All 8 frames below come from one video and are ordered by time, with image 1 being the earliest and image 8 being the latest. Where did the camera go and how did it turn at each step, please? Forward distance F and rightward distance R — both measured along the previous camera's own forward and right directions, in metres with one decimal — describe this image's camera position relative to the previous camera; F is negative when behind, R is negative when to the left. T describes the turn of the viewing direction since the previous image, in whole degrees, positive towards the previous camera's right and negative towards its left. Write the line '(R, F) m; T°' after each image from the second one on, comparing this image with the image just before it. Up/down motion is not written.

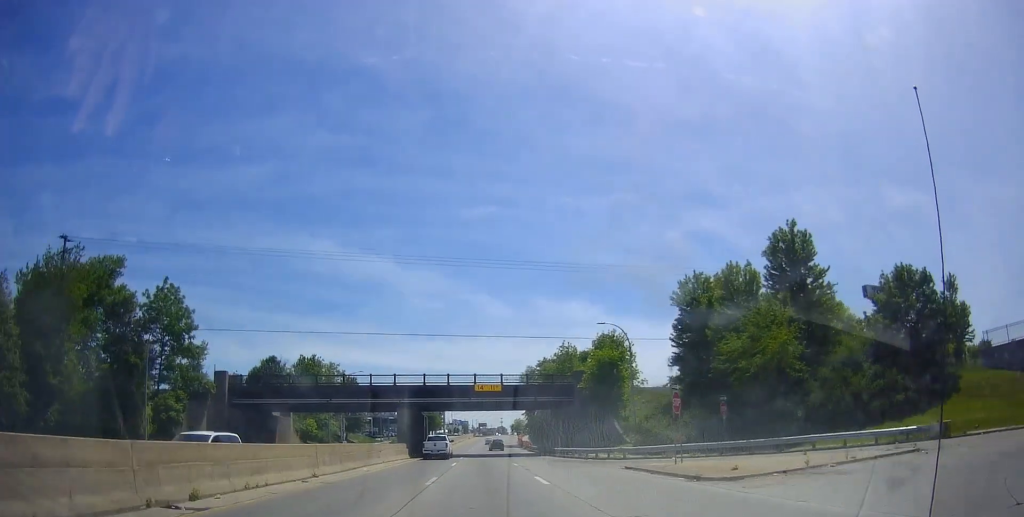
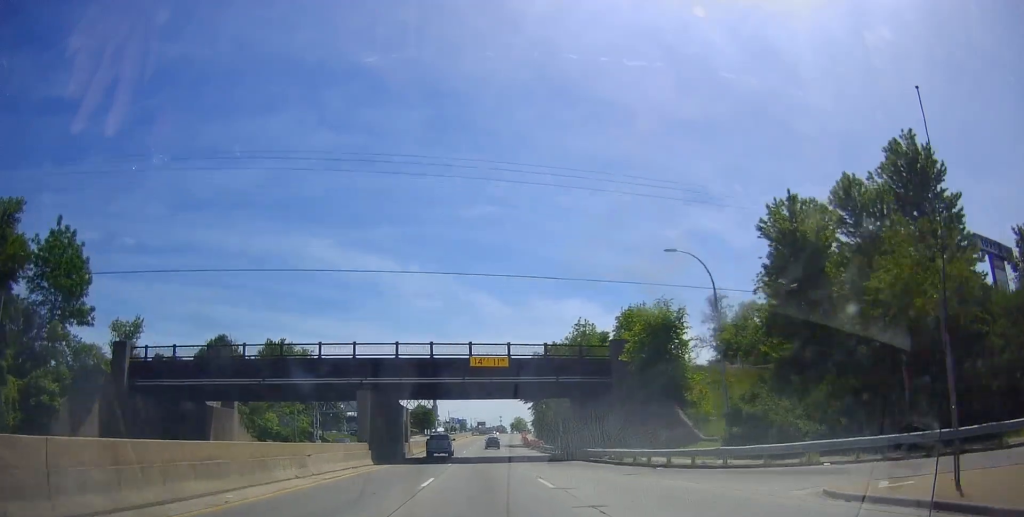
(-0.3, +17.0) m; 0°
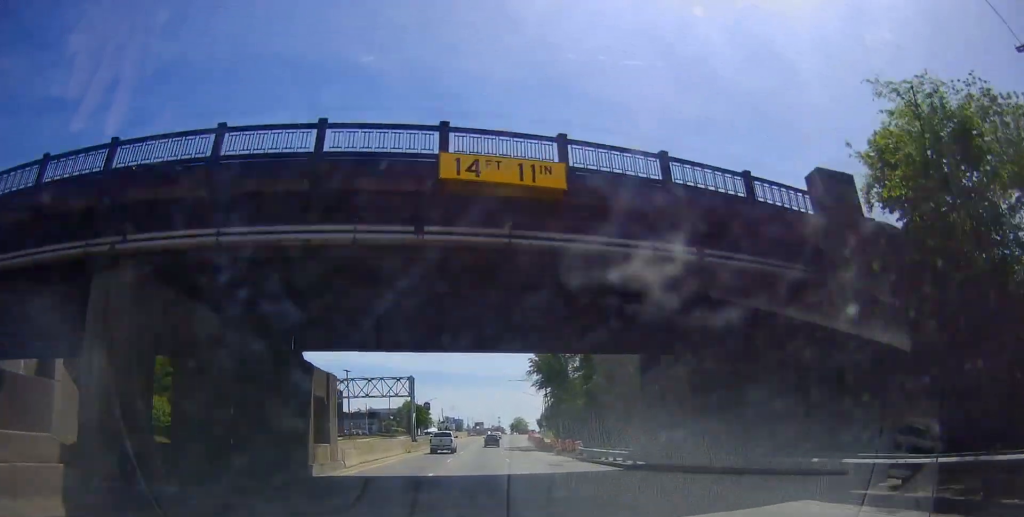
(+0.1, +26.6) m; +1°
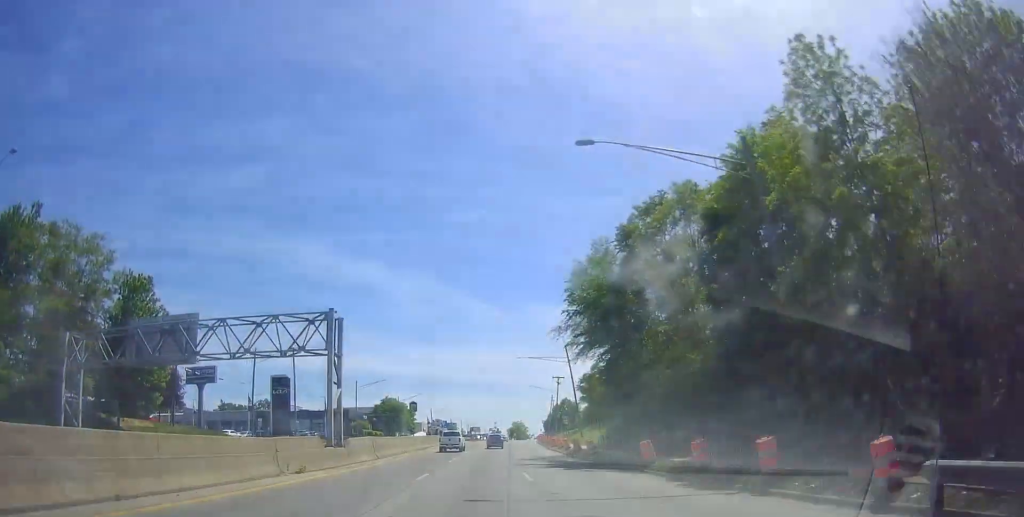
(+0.7, +31.5) m; 0°
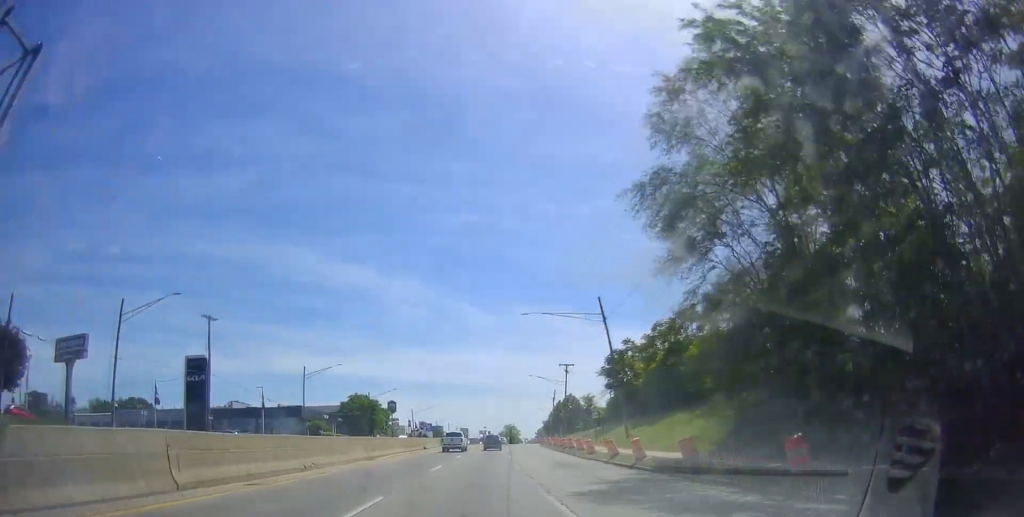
(-0.9, +25.4) m; -1°
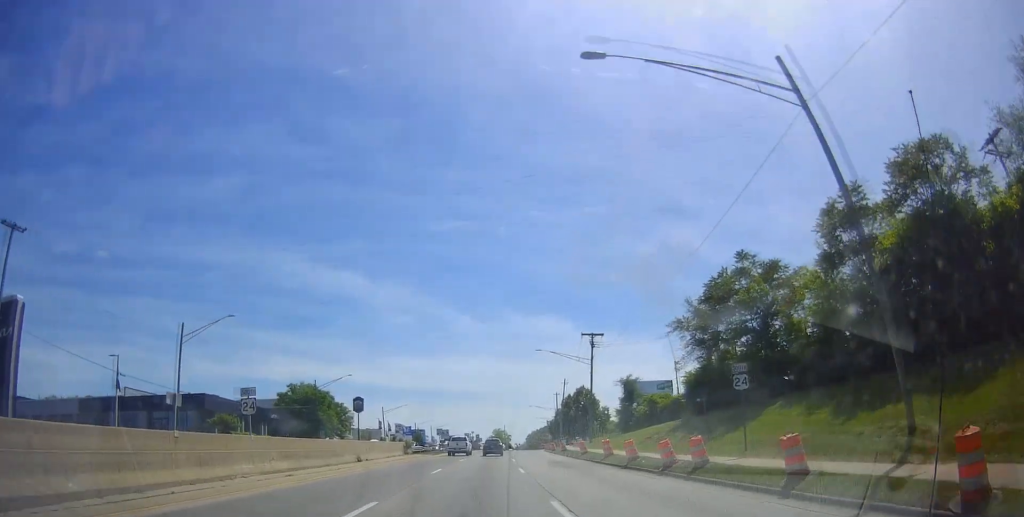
(+1.1, +31.4) m; +2°
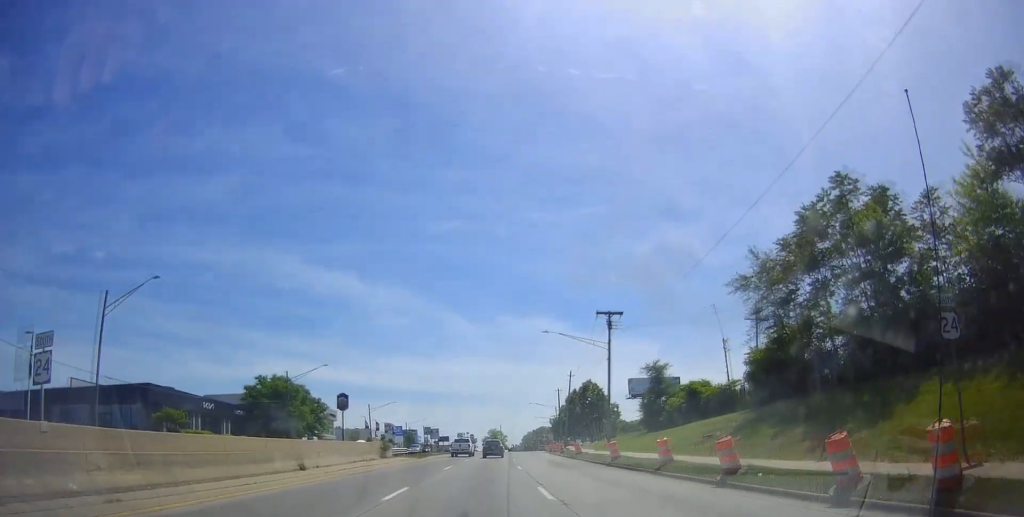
(-0.2, +11.4) m; 0°
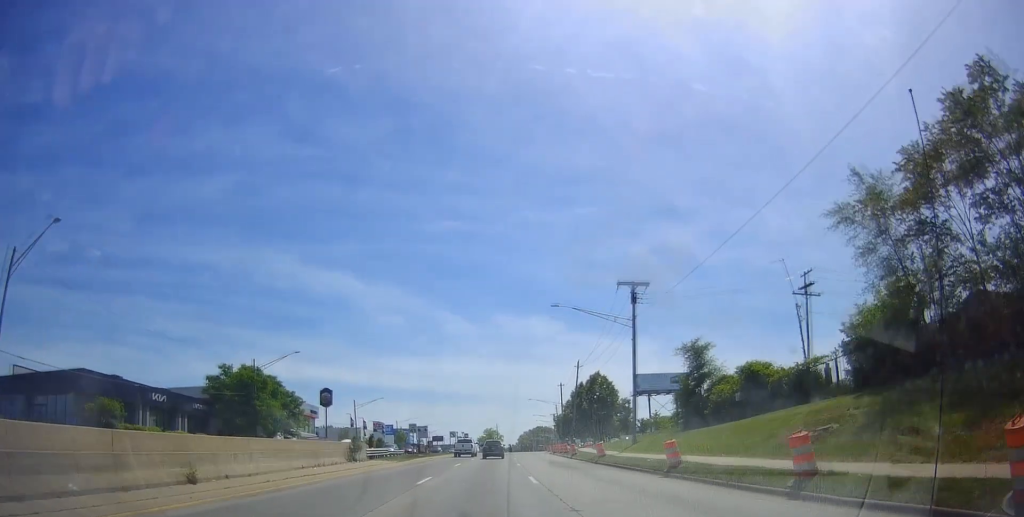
(+0.2, +10.5) m; 0°
